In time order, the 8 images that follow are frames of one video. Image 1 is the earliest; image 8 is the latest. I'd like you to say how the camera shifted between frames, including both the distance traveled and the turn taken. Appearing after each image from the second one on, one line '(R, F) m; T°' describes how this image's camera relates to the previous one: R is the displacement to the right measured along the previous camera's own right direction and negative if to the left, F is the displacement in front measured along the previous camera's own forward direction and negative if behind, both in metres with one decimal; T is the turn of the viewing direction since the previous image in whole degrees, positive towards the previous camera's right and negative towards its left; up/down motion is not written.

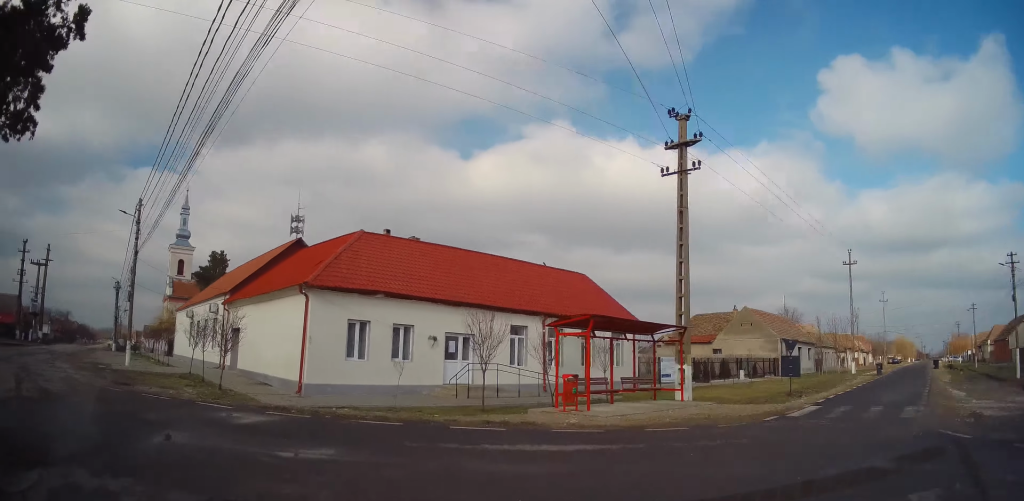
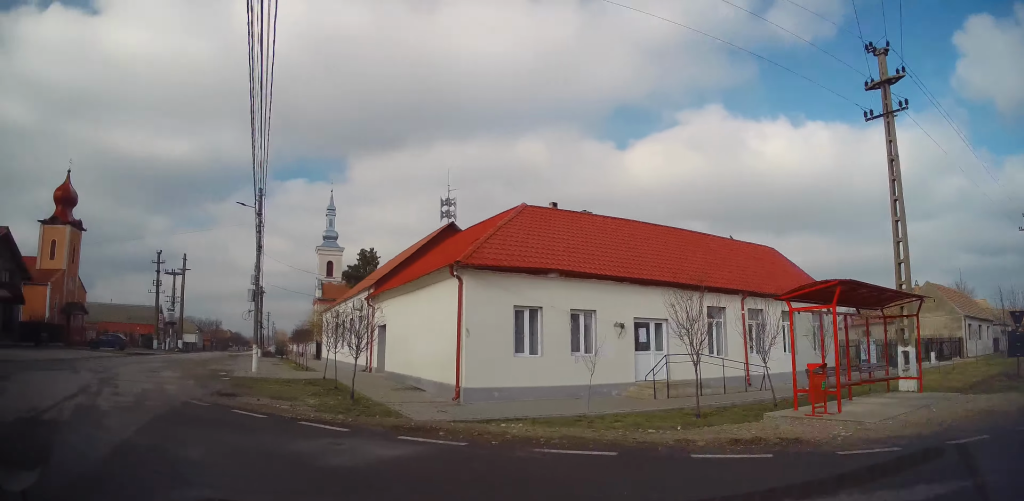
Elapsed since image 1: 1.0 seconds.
(-0.5, +3.8) m; -31°
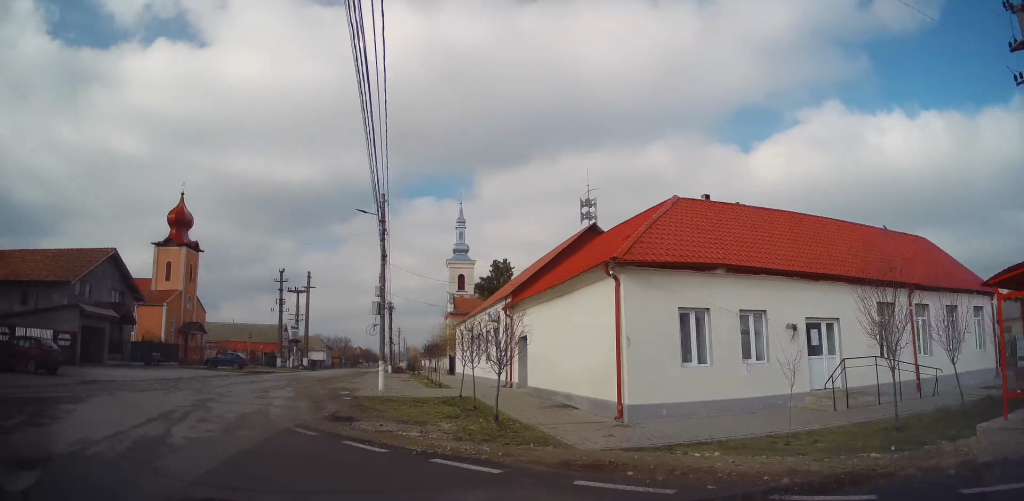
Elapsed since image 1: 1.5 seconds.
(-0.7, +2.2) m; -12°
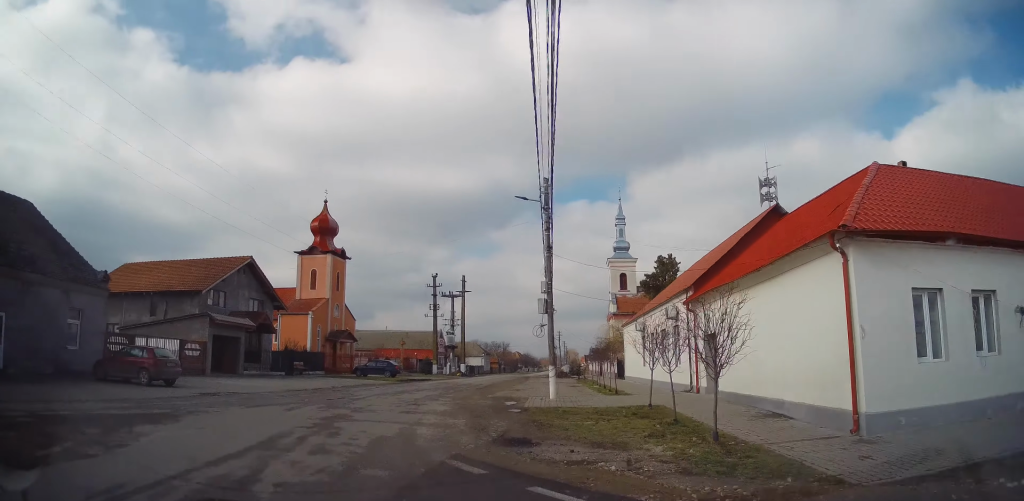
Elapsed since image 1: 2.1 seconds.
(-0.4, +2.7) m; -11°
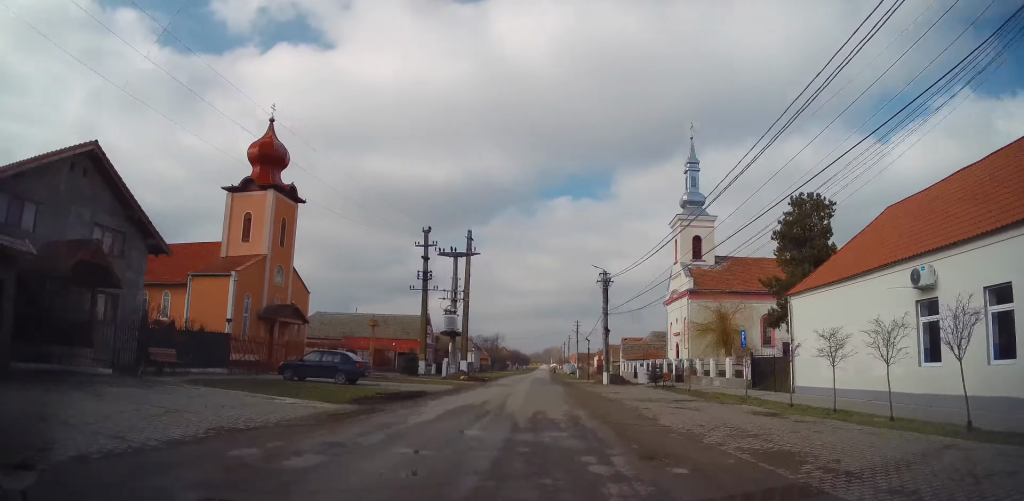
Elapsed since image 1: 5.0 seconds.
(0.0, +20.2) m; +10°
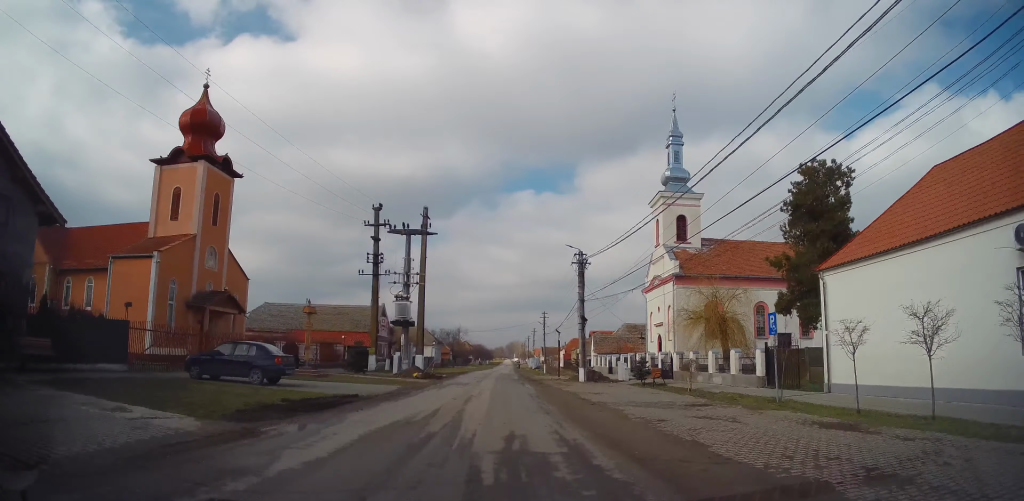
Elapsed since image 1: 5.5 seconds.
(+0.4, +4.9) m; +3°
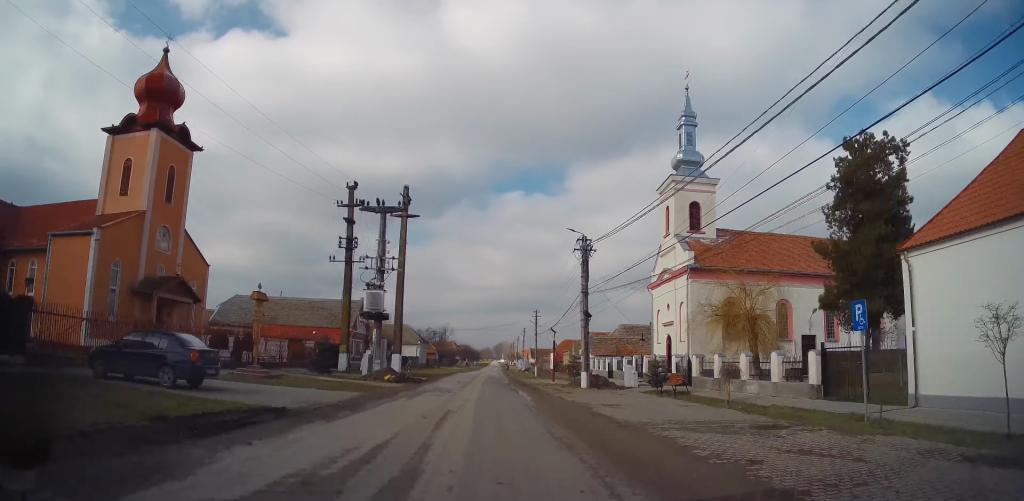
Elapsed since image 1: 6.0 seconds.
(+0.2, +4.7) m; +3°
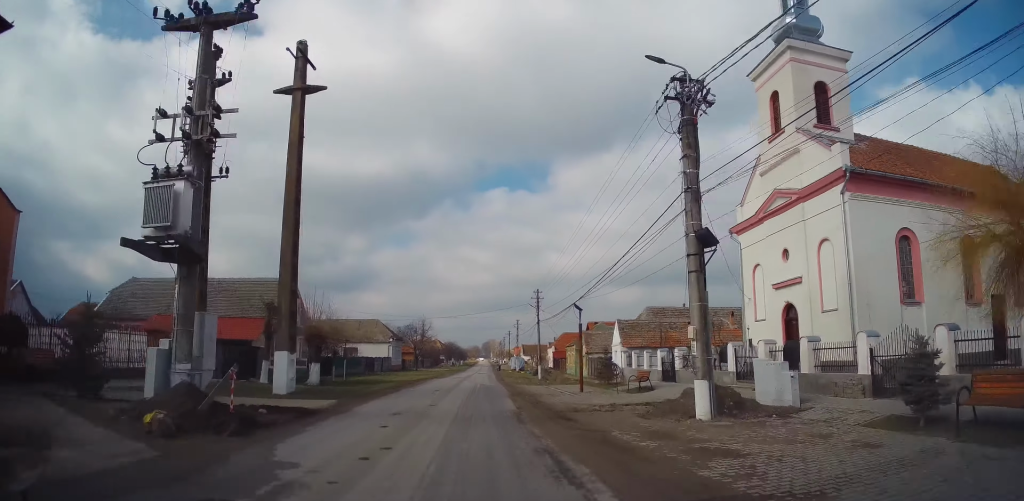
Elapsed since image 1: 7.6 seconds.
(0.0, +17.1) m; 0°
